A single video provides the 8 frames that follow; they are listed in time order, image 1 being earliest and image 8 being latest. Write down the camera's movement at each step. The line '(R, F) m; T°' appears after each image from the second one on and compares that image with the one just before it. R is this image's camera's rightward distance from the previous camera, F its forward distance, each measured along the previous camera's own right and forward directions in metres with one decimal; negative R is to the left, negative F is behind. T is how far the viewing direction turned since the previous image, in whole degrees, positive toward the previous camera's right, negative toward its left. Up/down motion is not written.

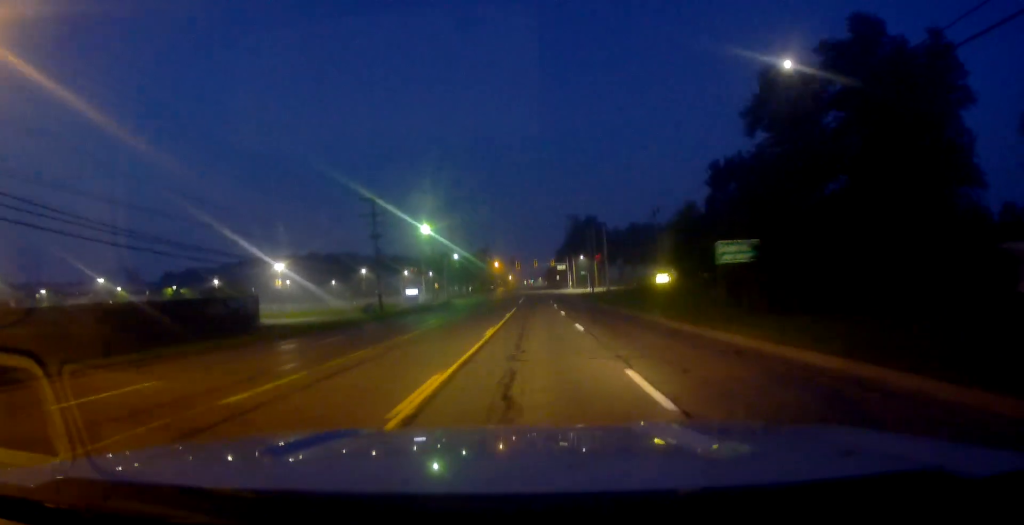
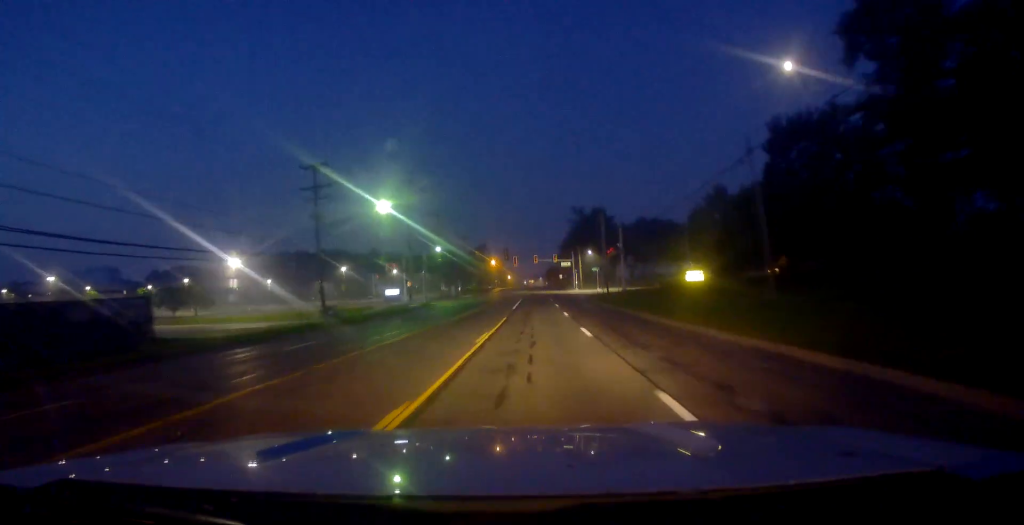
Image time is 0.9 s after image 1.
(-0.6, +18.8) m; 0°
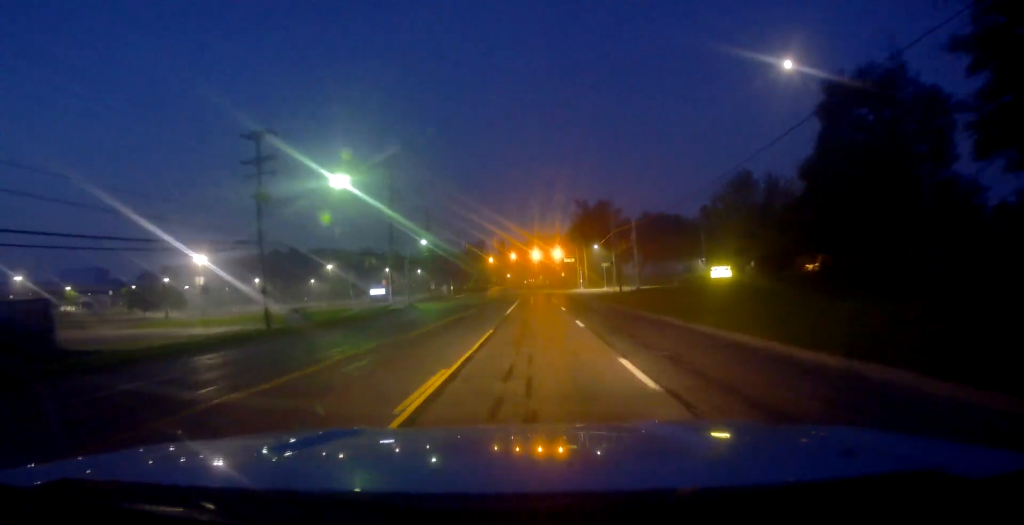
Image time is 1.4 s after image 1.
(+0.4, +11.0) m; +1°
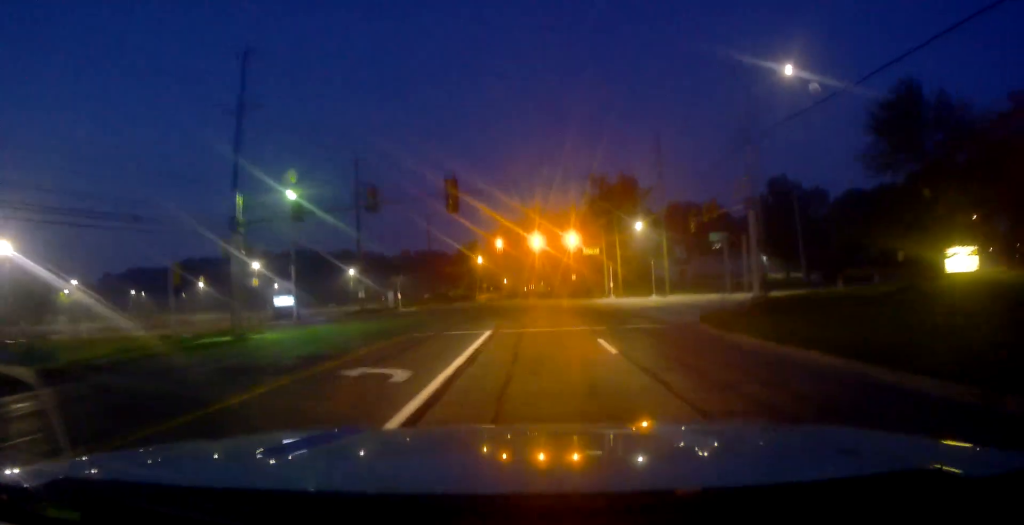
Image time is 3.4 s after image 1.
(+0.4, +40.2) m; 0°
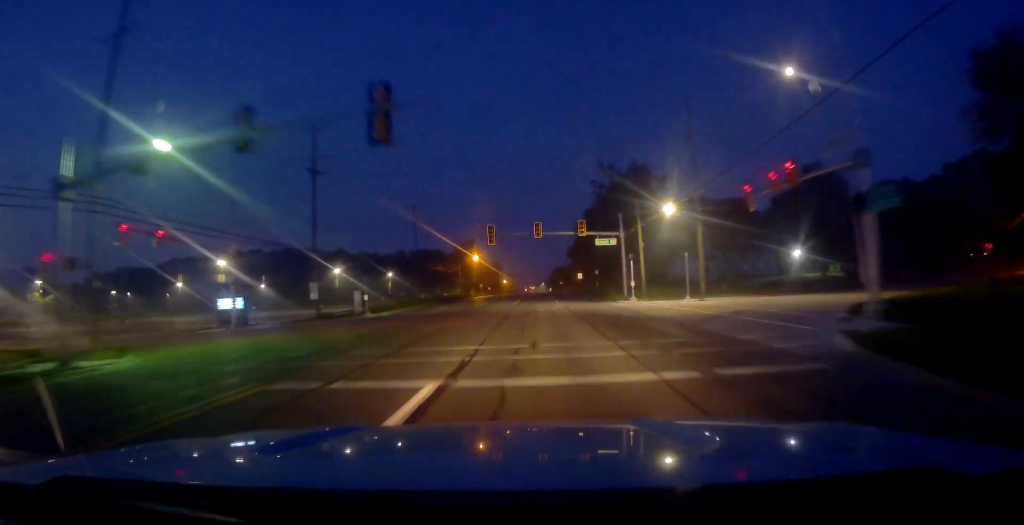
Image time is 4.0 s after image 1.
(+0.1, +12.9) m; -1°
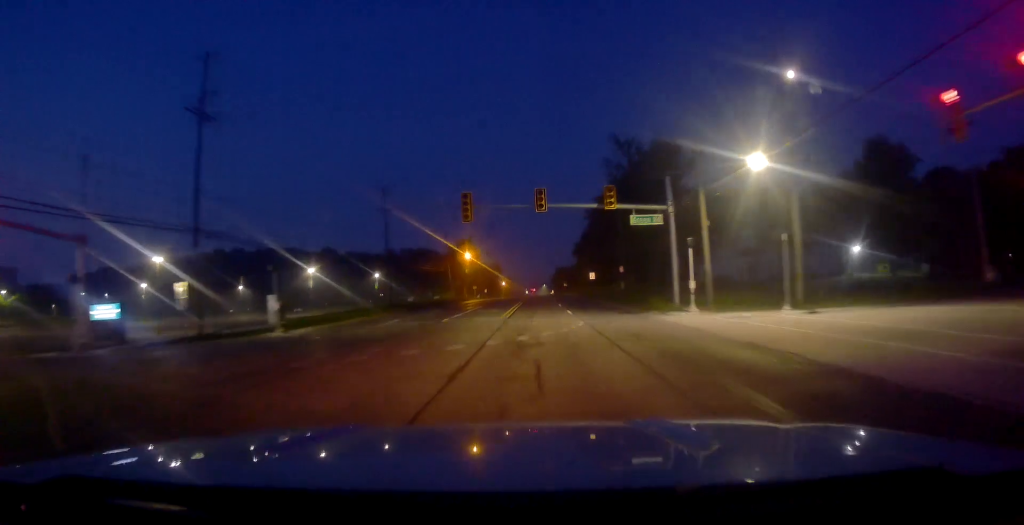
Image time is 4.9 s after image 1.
(-0.6, +18.4) m; 0°
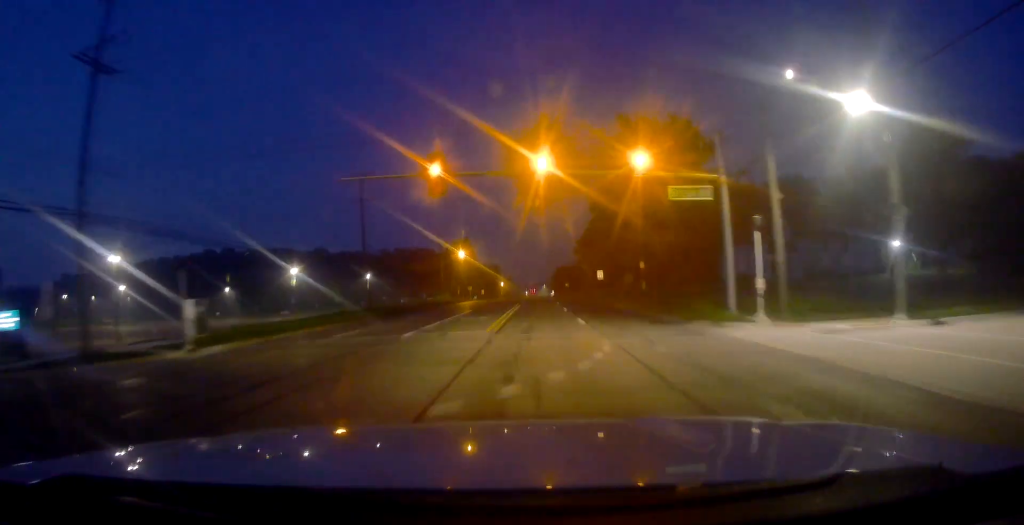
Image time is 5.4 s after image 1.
(+0.4, +9.5) m; +1°
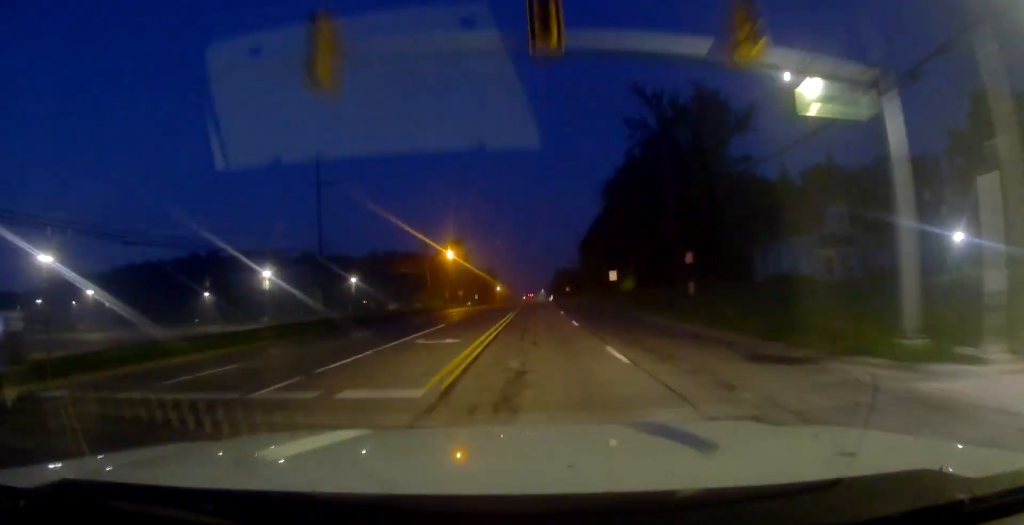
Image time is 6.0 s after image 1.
(+0.2, +12.3) m; +1°
